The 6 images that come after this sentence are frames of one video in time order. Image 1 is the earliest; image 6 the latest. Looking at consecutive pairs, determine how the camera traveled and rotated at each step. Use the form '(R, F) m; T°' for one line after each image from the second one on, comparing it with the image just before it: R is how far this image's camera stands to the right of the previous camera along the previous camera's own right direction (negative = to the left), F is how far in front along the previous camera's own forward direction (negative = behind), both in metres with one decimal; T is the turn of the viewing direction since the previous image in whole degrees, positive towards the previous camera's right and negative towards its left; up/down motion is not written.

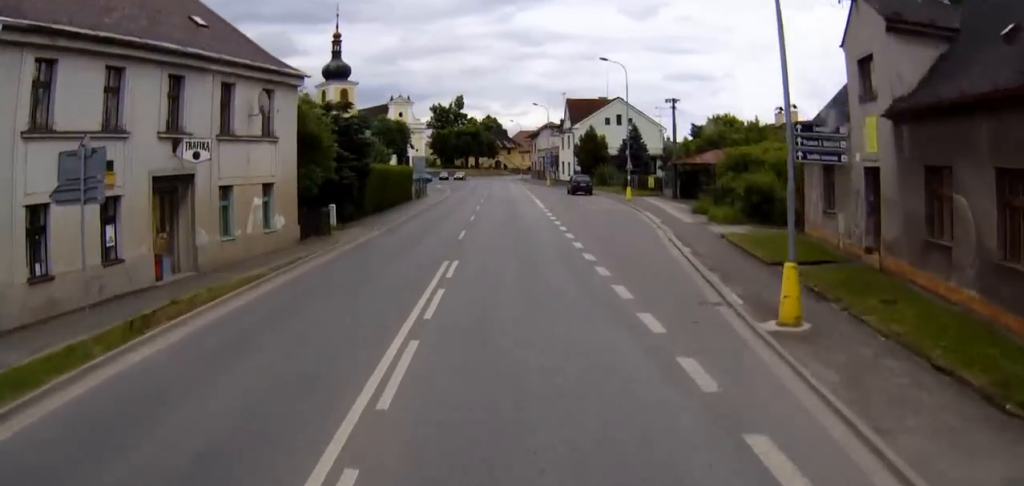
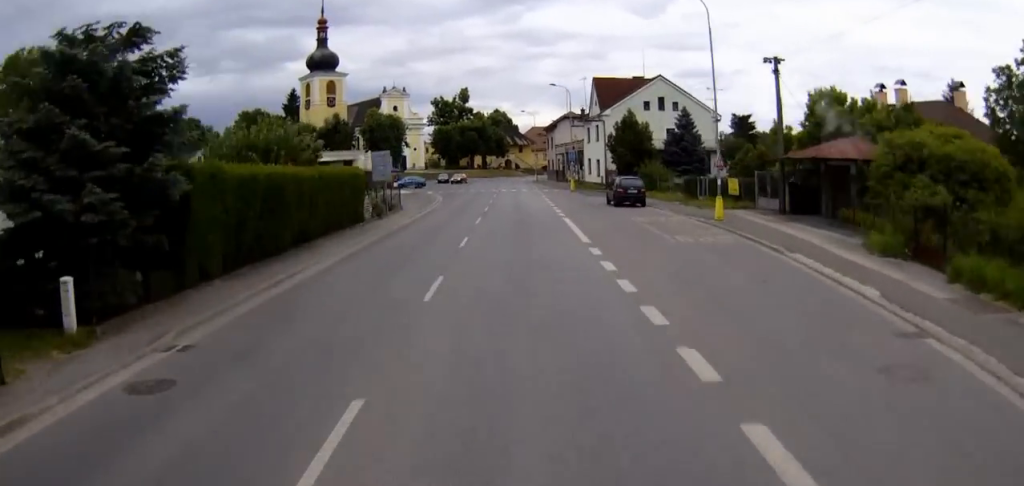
(+0.2, +20.9) m; +1°
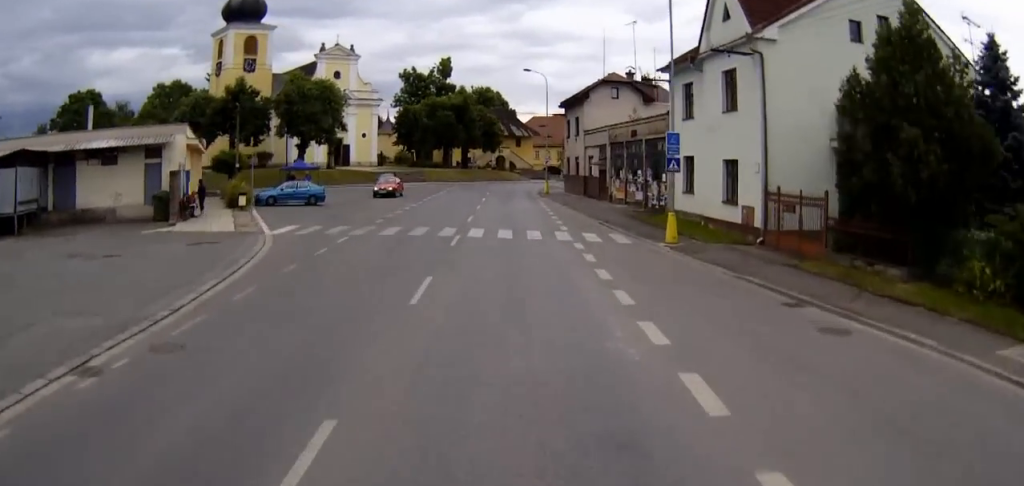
(+0.3, +45.6) m; 0°
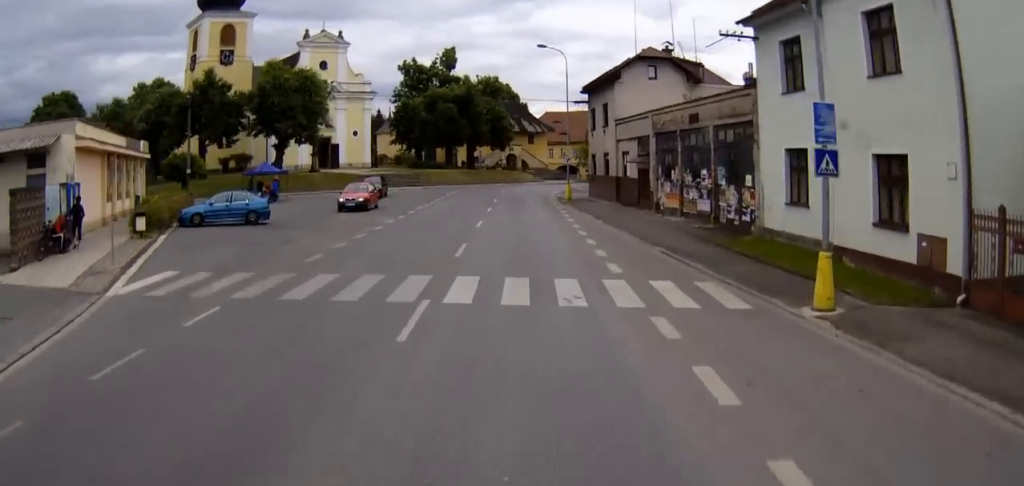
(0.0, +12.1) m; 0°
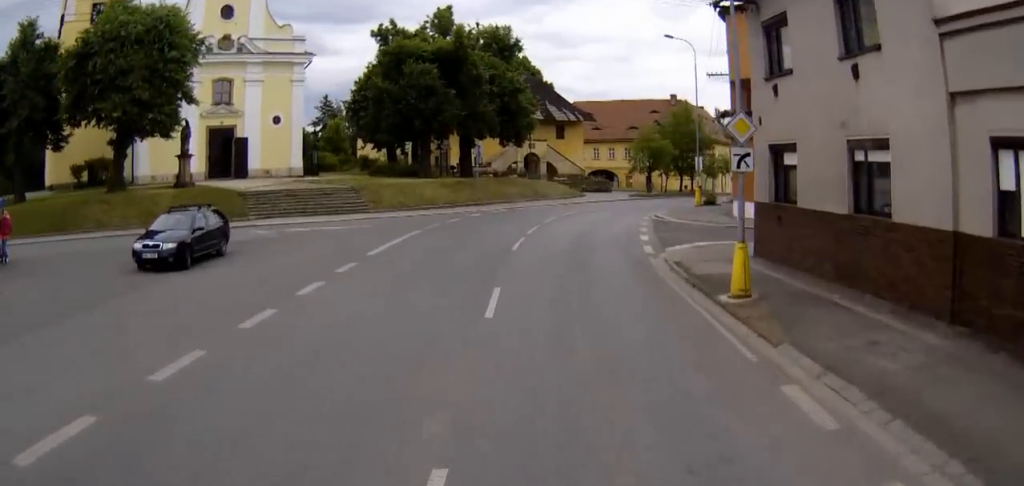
(-0.5, +36.0) m; +1°
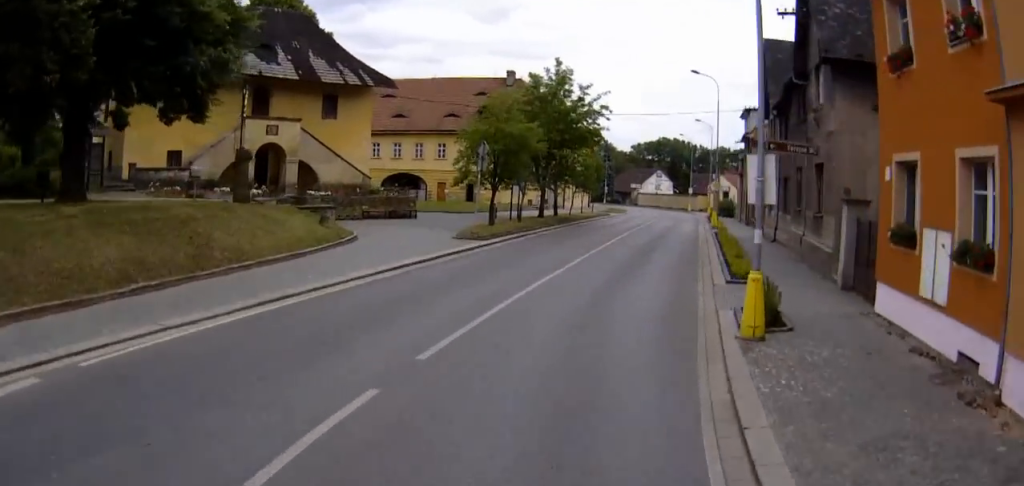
(+3.4, +33.9) m; +13°
